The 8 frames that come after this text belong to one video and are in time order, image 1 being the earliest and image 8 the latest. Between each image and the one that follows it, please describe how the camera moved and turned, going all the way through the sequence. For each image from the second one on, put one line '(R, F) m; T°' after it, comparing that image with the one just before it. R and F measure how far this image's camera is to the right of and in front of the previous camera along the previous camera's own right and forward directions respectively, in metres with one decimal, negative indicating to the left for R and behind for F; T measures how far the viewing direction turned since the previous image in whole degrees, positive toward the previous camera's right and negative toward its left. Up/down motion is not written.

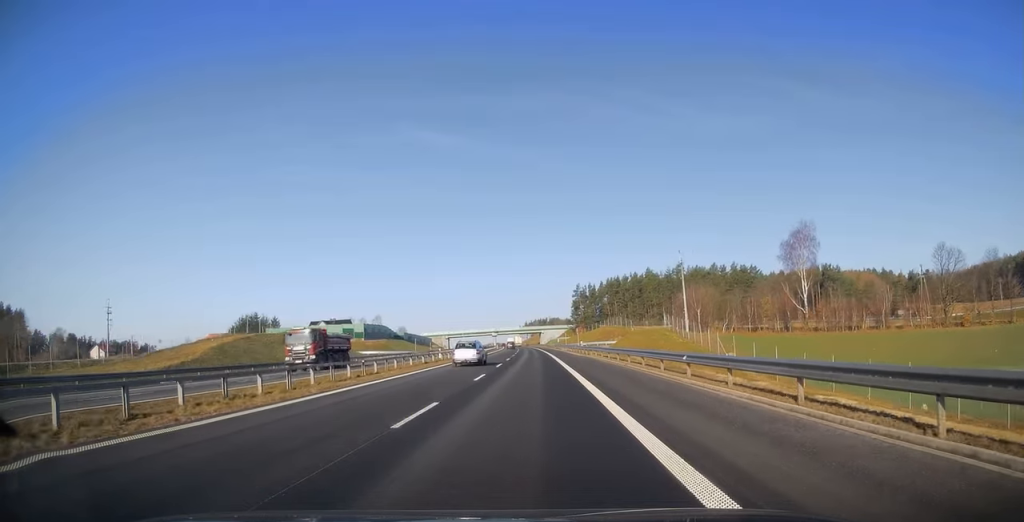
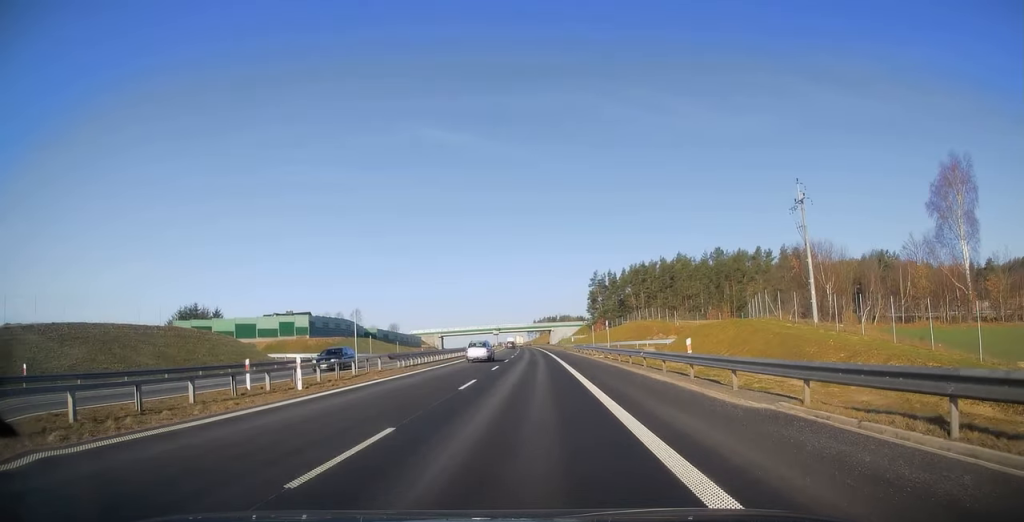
(-0.4, +40.0) m; -1°
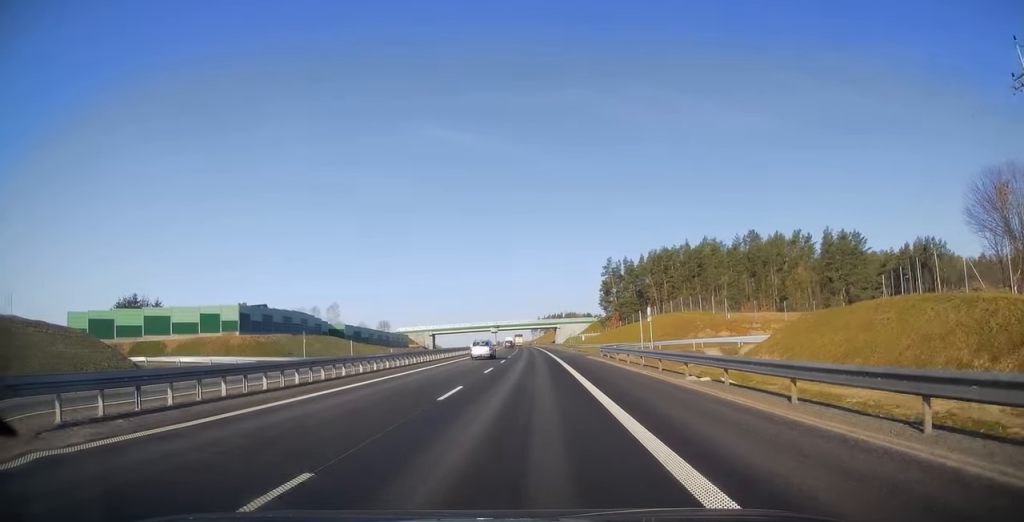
(0.0, +27.4) m; -1°
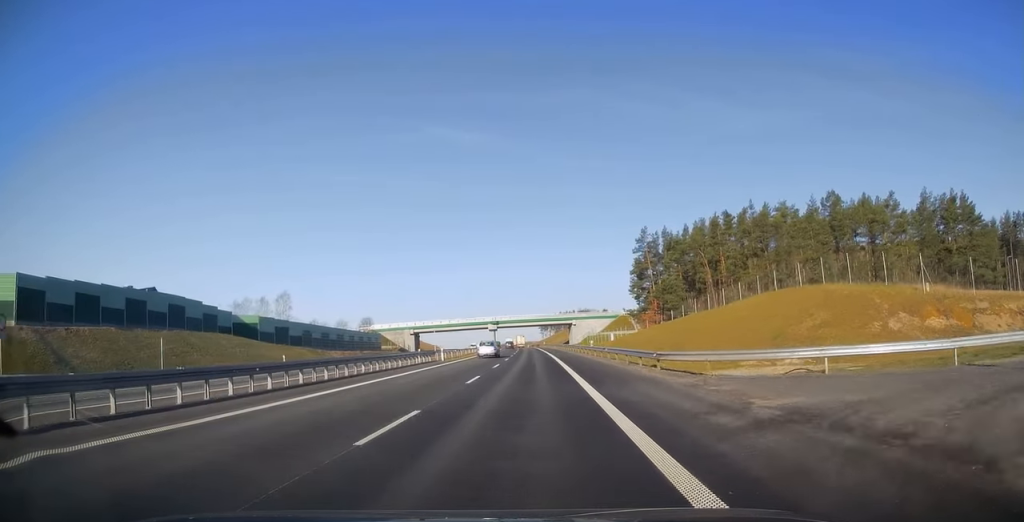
(-0.6, +42.0) m; -1°
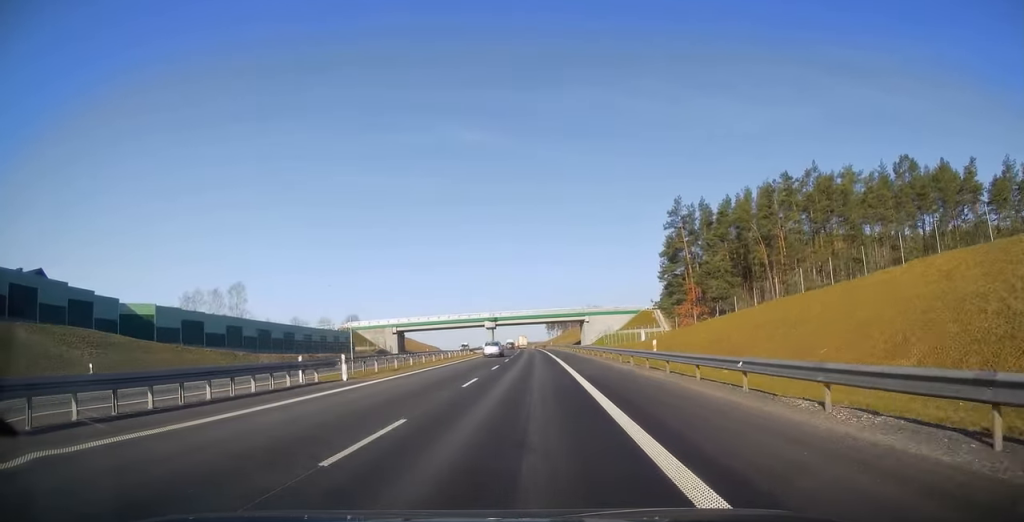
(0.0, +25.3) m; -1°
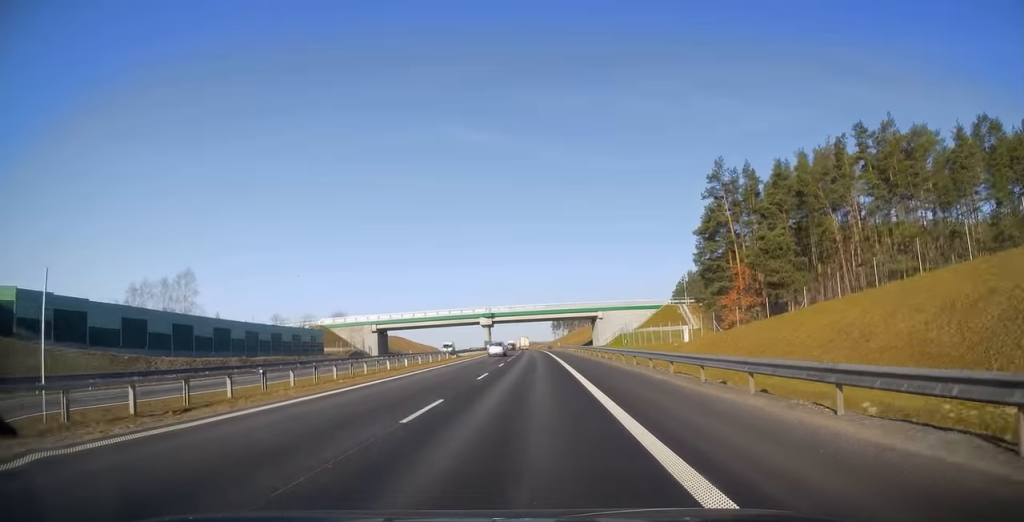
(-0.2, +20.3) m; -1°
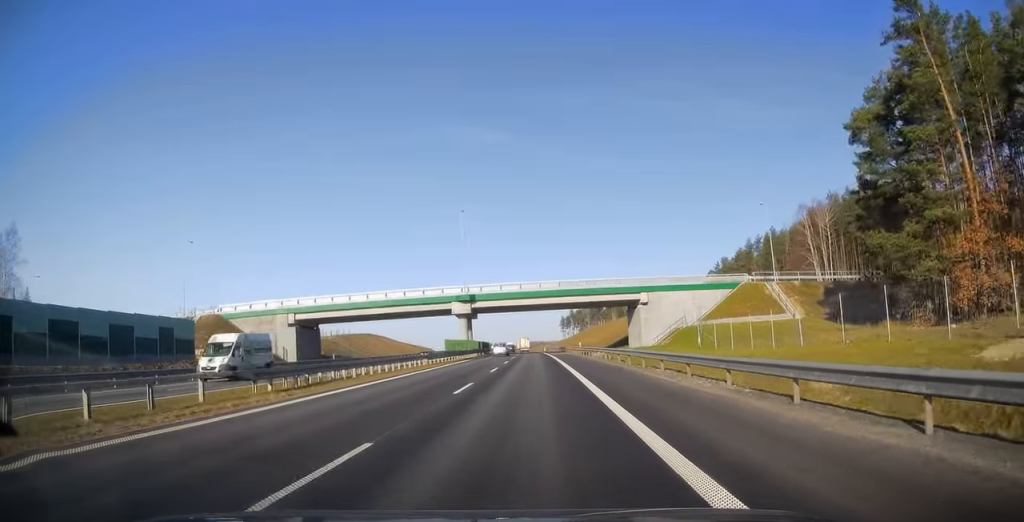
(-0.4, +42.1) m; 0°
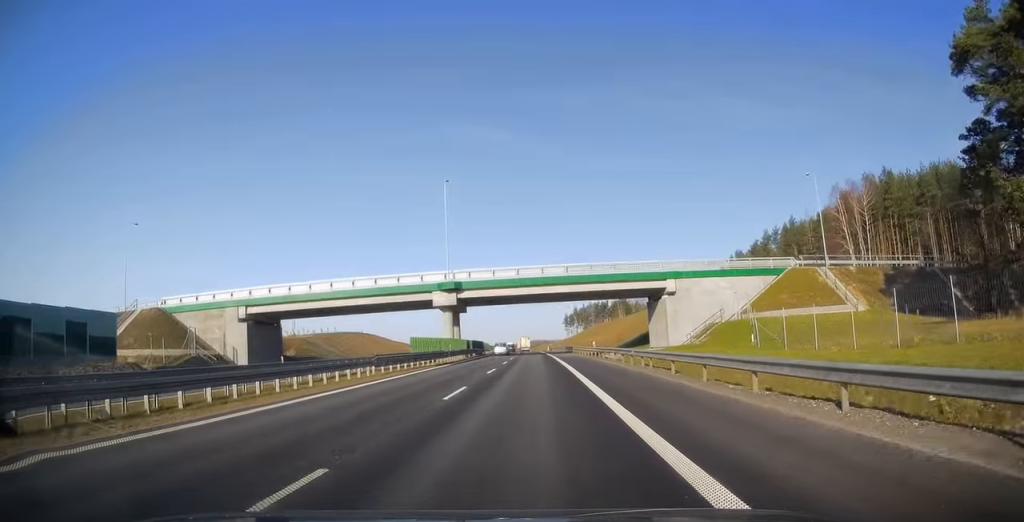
(0.0, +13.7) m; 0°
